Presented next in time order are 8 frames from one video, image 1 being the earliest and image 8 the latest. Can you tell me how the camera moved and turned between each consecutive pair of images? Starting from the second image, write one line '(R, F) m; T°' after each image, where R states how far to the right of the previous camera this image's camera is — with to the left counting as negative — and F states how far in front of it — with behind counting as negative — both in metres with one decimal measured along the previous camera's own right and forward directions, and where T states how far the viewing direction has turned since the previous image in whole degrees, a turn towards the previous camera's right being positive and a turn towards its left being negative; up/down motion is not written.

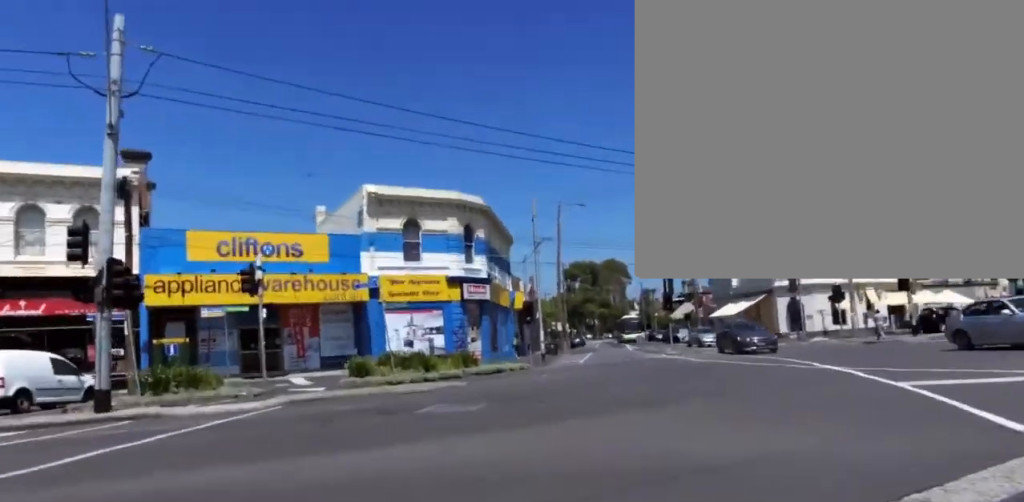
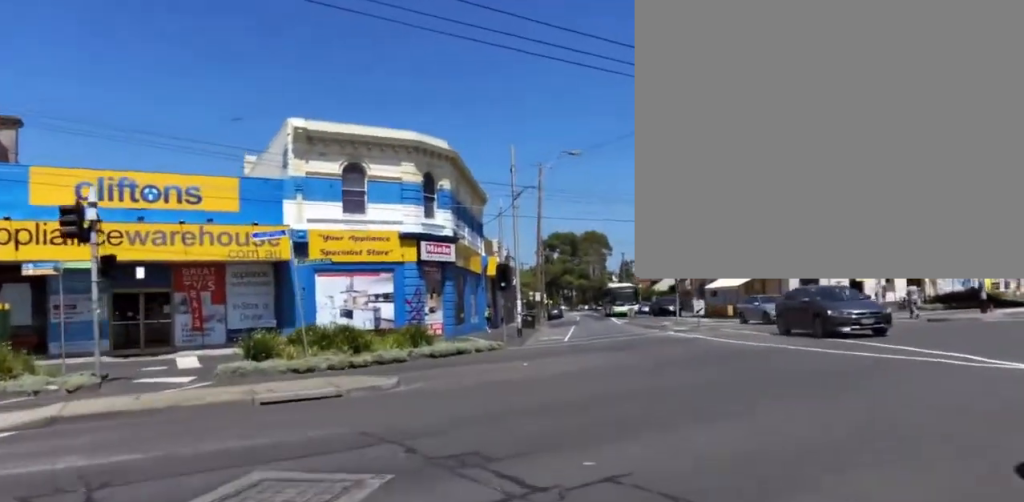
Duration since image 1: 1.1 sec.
(+0.1, +8.1) m; +4°
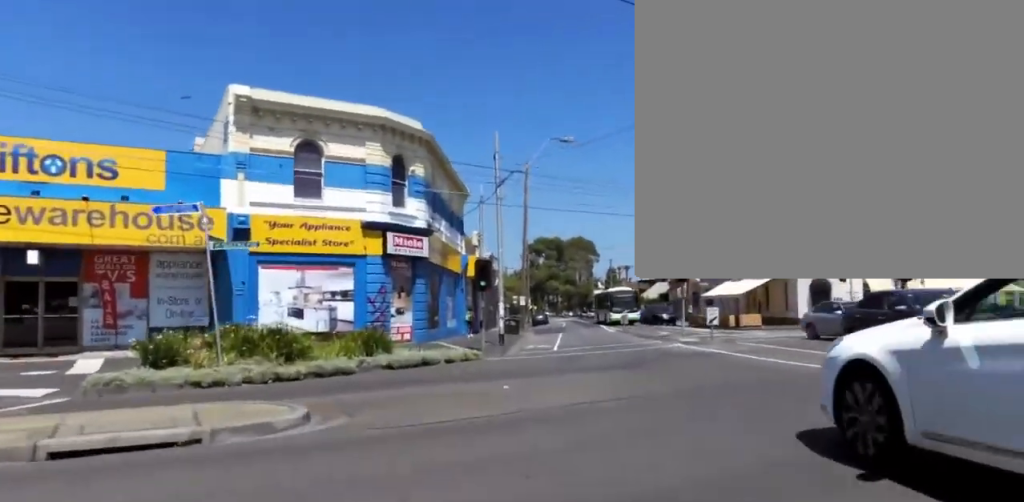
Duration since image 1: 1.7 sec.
(-0.3, +4.5) m; +5°
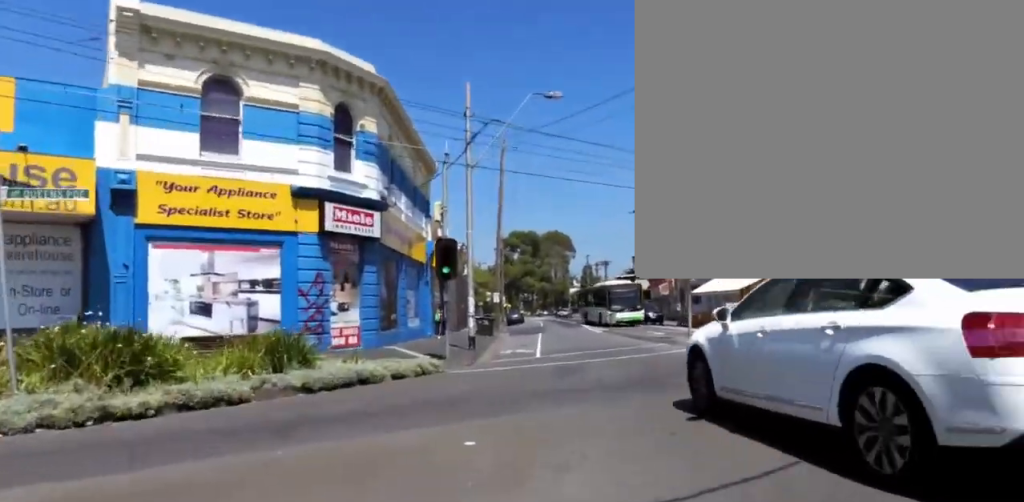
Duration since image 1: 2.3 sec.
(+0.8, +5.2) m; +5°
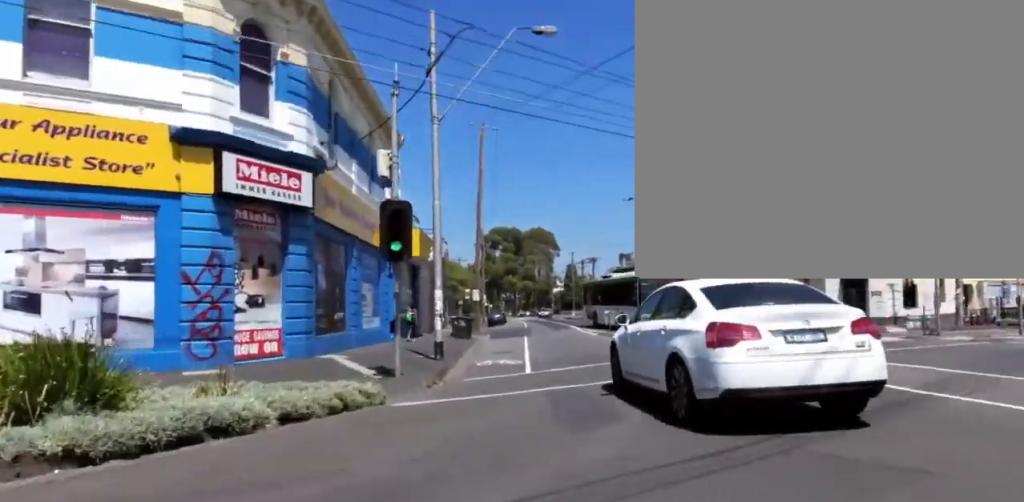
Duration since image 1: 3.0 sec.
(+0.3, +5.9) m; +2°
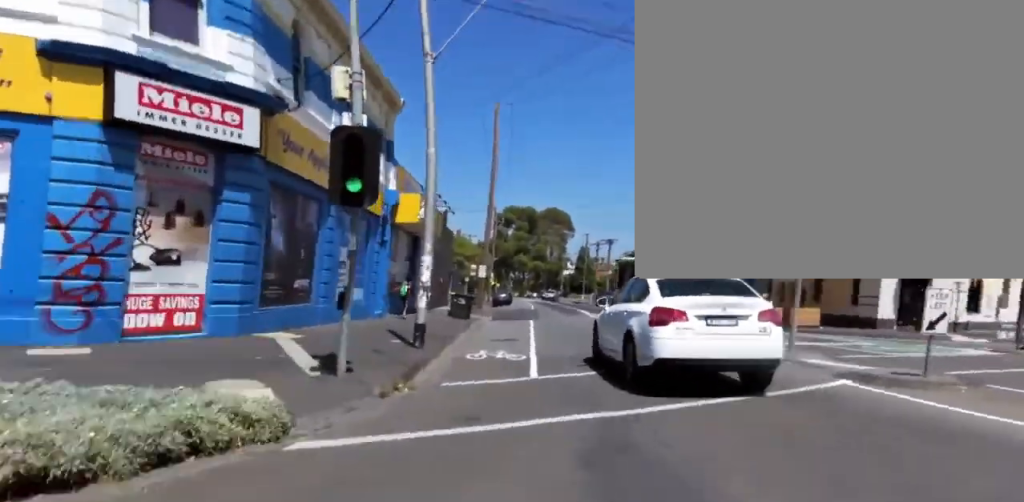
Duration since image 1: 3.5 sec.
(-0.1, +4.4) m; -1°
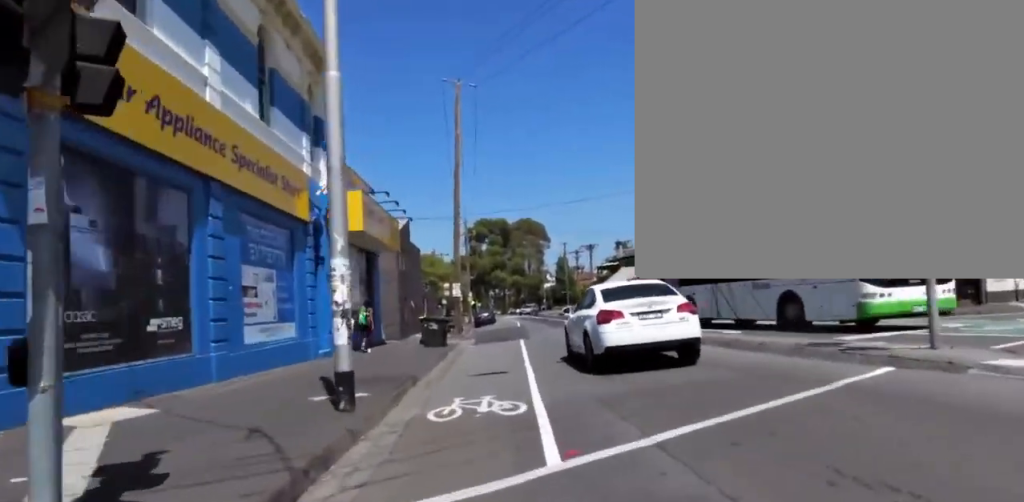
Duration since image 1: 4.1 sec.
(0.0, +5.2) m; -2°
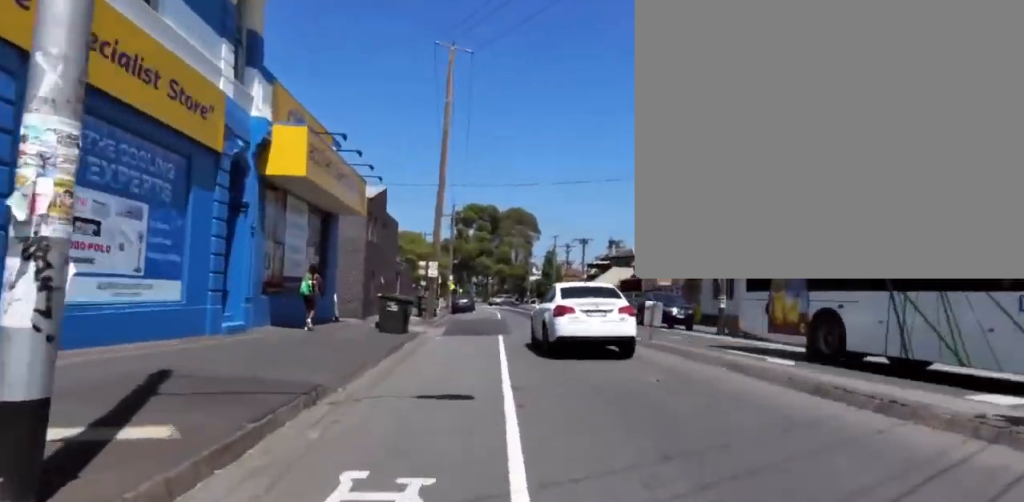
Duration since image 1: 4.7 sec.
(+0.2, +4.9) m; -3°
